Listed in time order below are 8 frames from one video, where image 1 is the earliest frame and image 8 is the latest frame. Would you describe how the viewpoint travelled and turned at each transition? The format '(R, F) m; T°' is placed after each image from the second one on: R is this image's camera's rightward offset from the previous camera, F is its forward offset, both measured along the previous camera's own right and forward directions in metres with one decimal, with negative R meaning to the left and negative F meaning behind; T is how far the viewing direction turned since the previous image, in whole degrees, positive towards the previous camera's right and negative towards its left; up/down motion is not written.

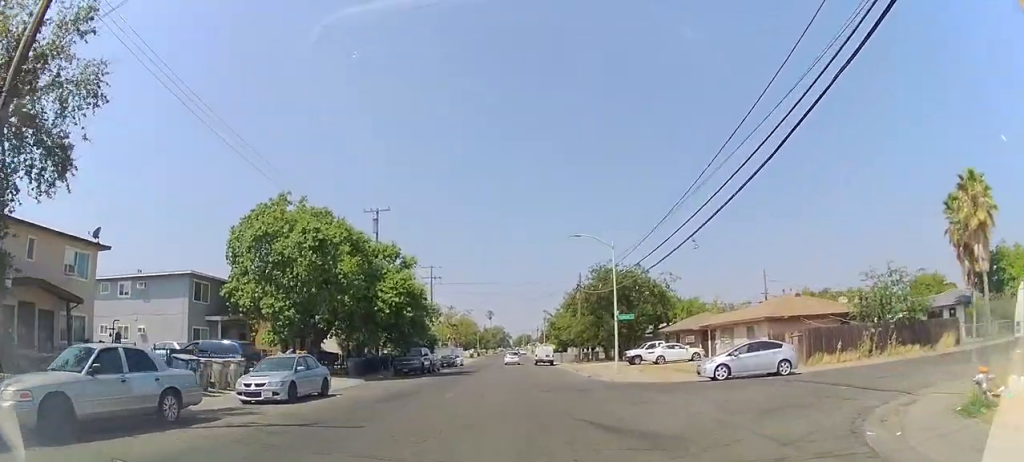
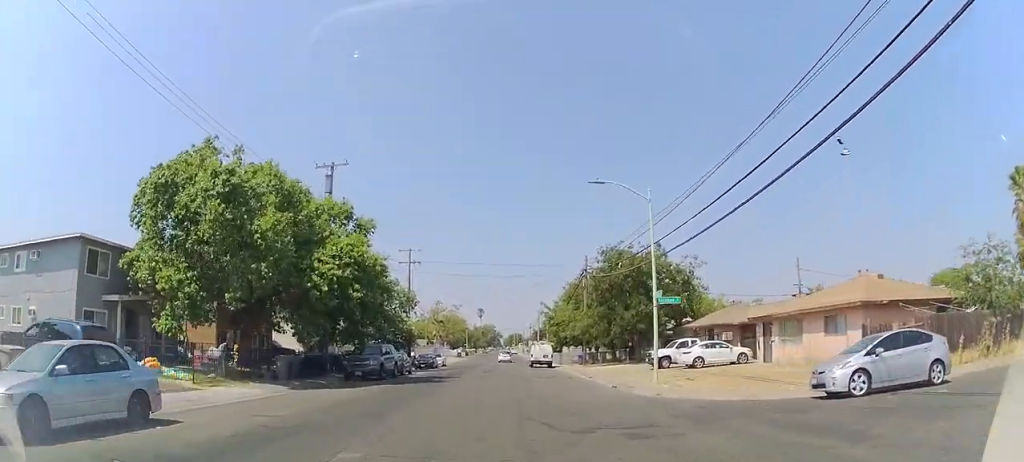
(0.0, +9.3) m; 0°
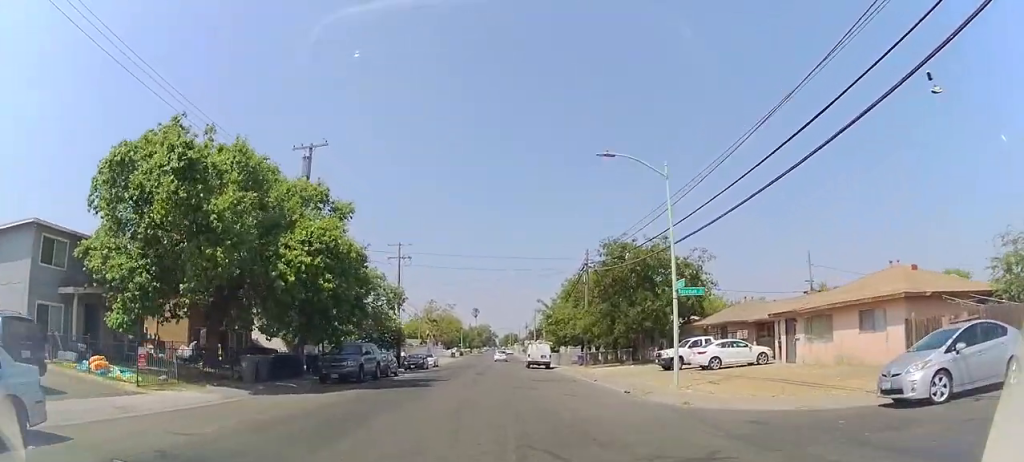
(0.0, +3.0) m; 0°
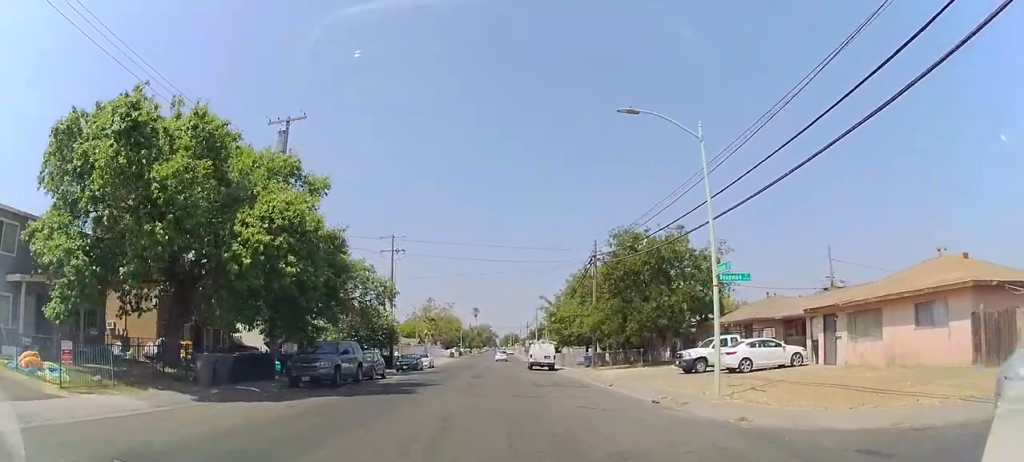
(0.0, +3.5) m; 0°
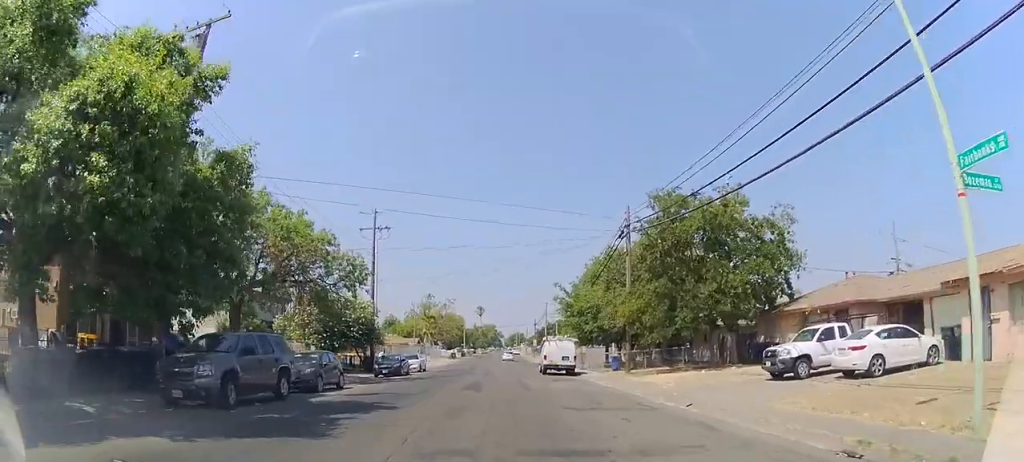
(0.0, +8.7) m; 0°
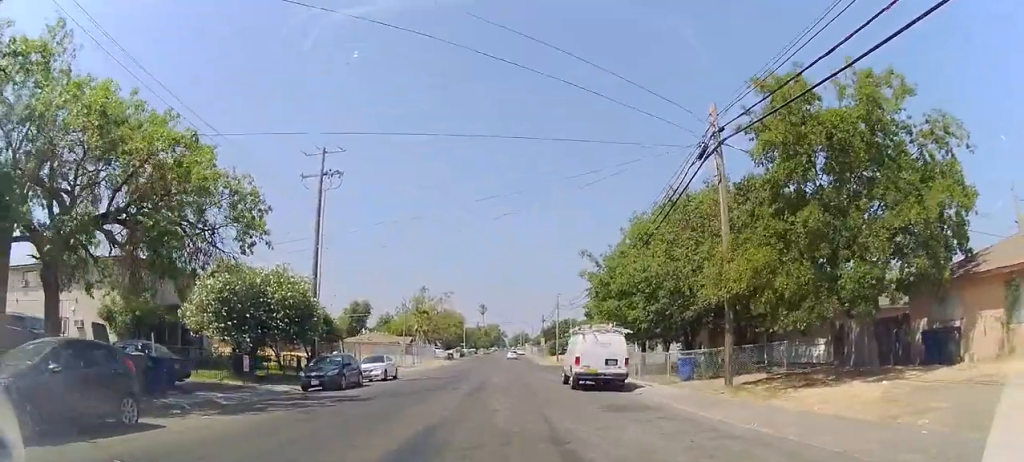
(+0.9, +12.7) m; +5°
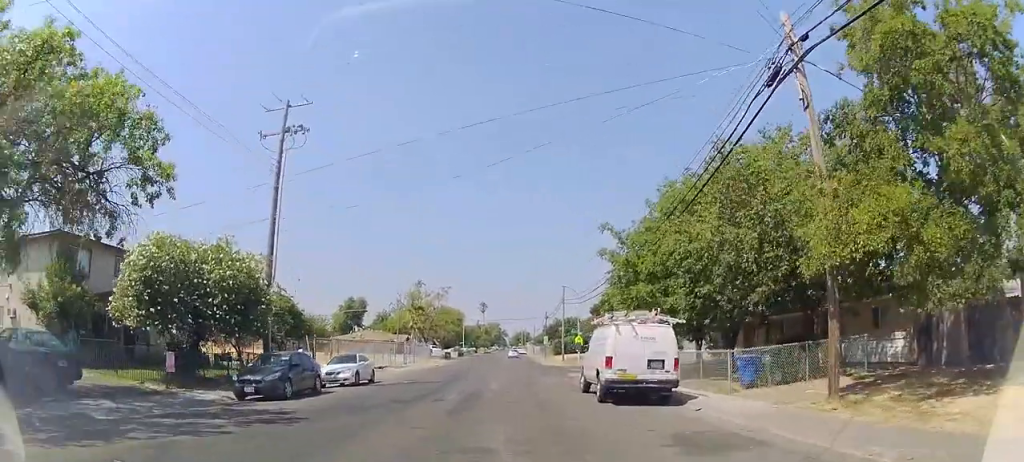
(-0.2, +5.6) m; -3°
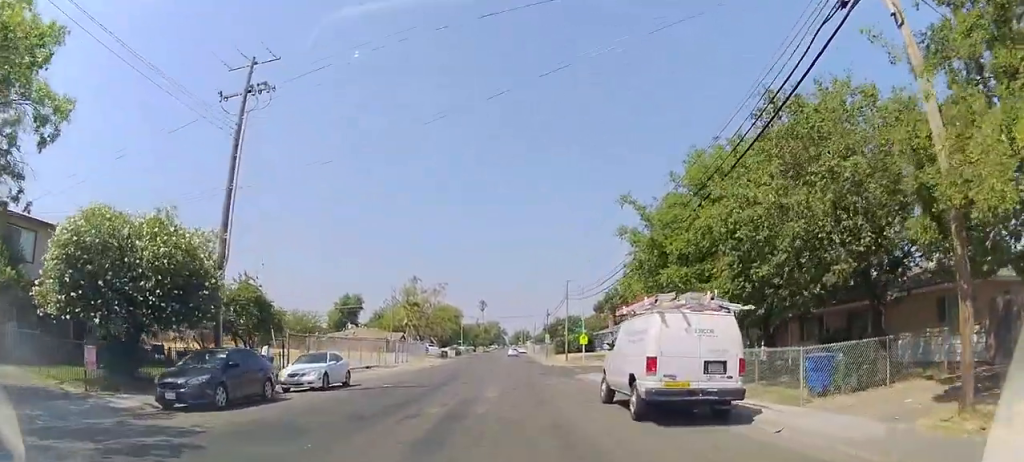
(-0.1, +3.9) m; -2°
